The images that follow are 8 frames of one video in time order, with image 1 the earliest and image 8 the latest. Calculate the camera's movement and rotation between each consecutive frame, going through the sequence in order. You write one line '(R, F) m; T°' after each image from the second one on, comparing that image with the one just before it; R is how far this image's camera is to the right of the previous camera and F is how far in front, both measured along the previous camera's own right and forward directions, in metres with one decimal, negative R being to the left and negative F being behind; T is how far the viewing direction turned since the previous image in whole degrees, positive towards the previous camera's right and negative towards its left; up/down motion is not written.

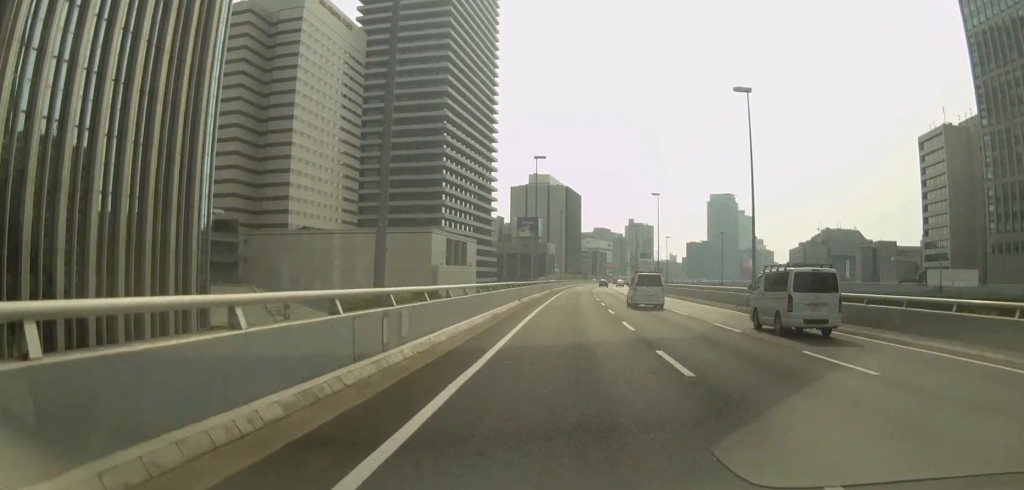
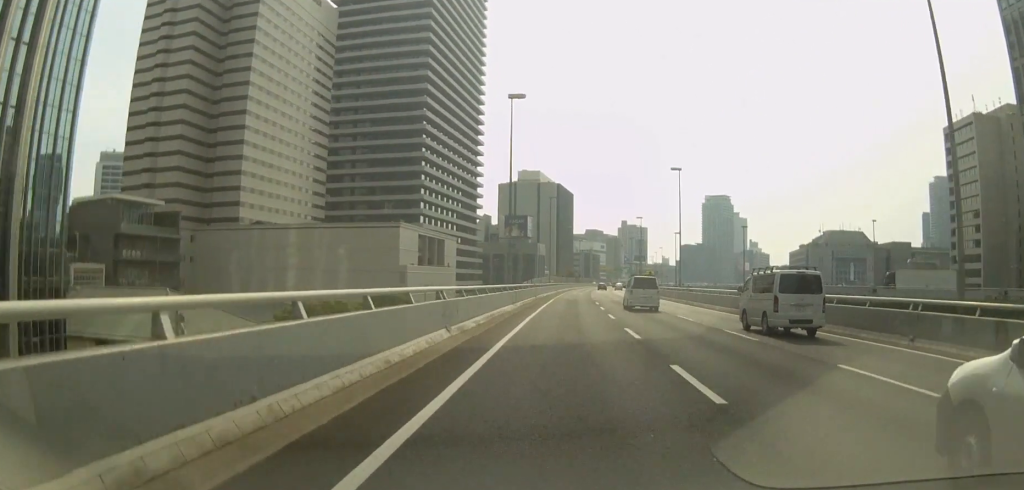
(+0.3, +22.4) m; +1°
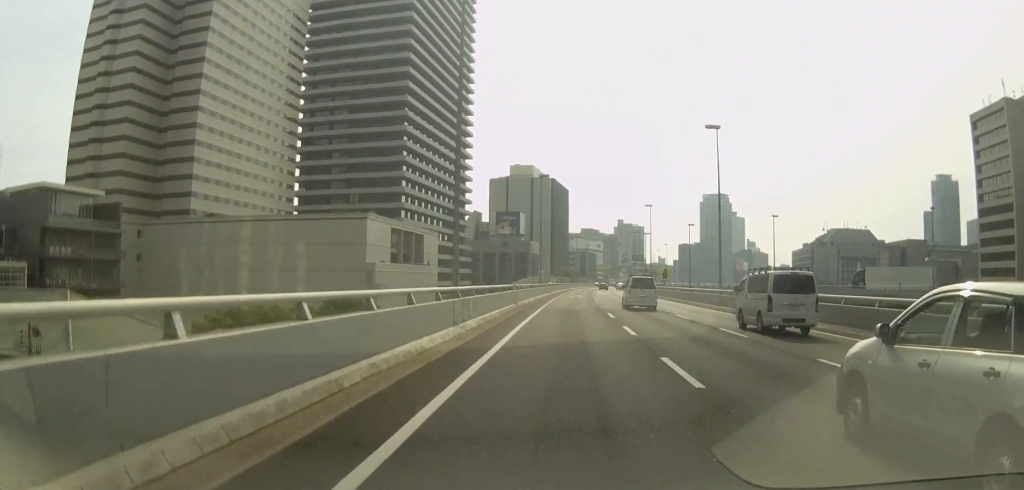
(0.0, +18.9) m; +1°
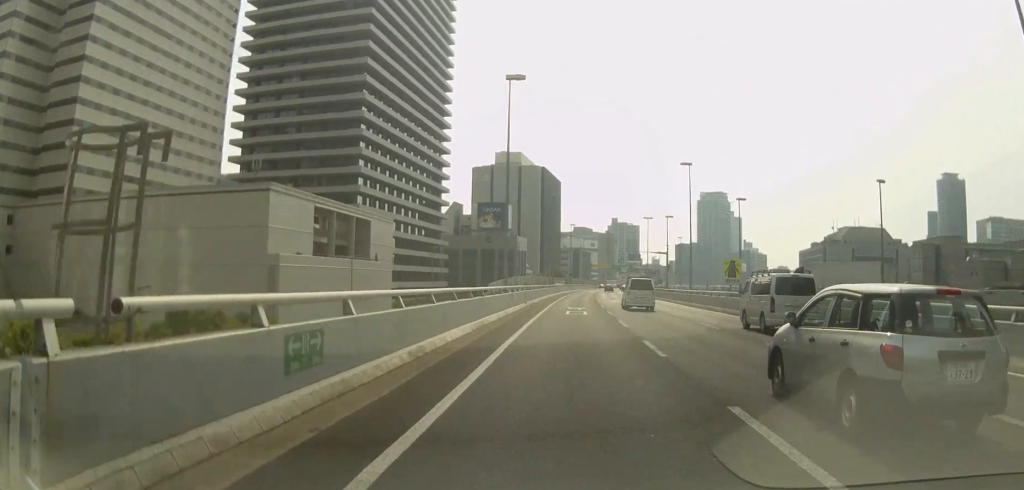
(+0.4, +35.5) m; 0°
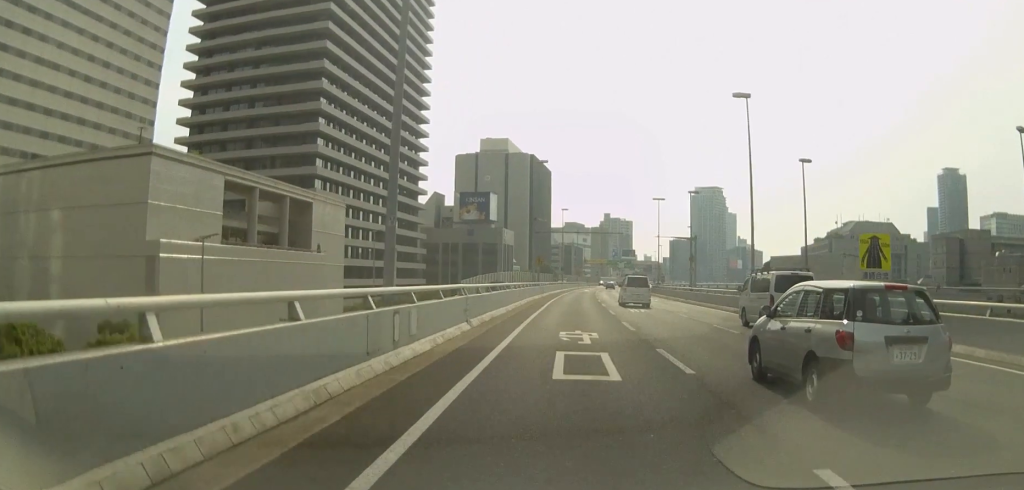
(0.0, +23.0) m; 0°
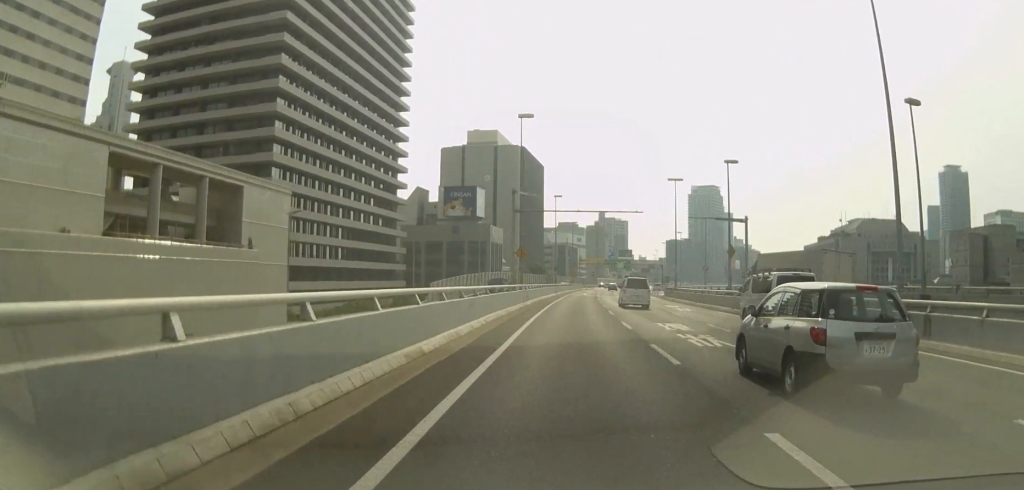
(0.0, +18.8) m; 0°
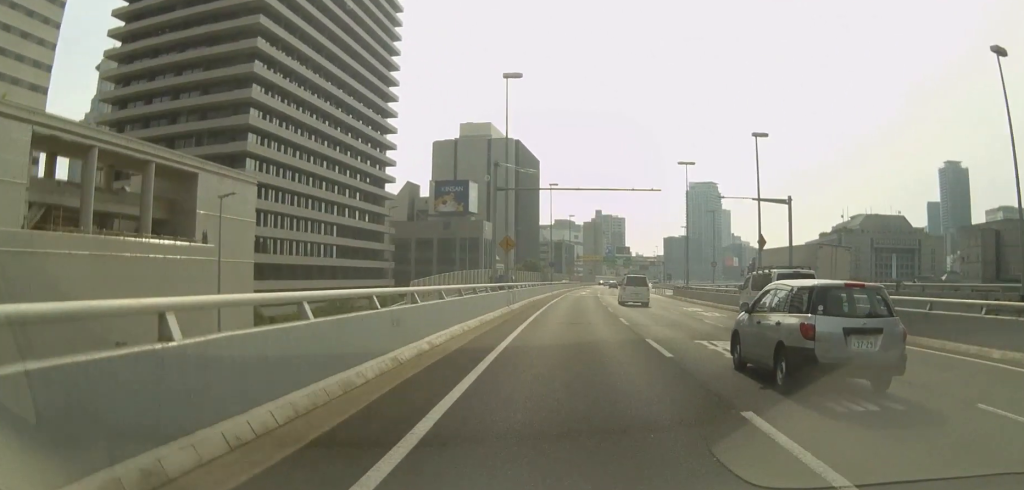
(-0.2, +9.0) m; 0°
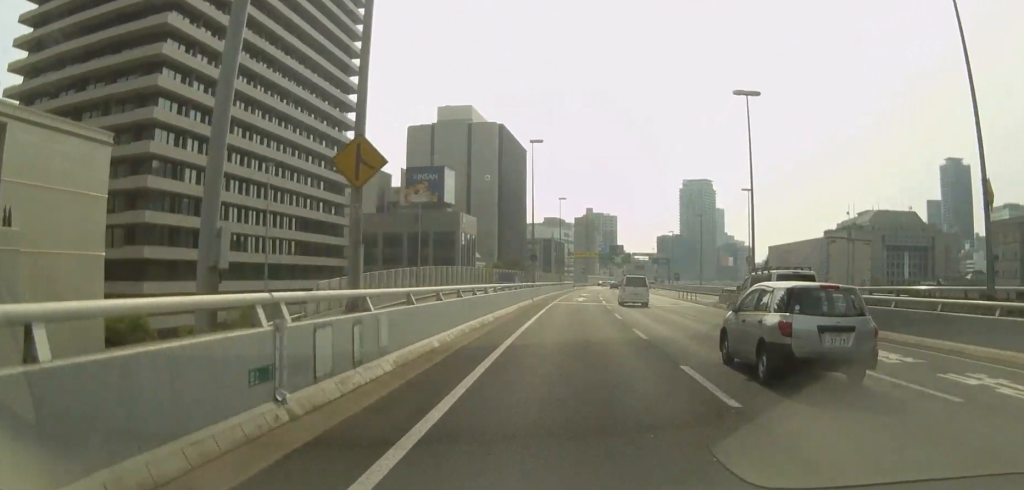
(+0.6, +25.6) m; +3°
